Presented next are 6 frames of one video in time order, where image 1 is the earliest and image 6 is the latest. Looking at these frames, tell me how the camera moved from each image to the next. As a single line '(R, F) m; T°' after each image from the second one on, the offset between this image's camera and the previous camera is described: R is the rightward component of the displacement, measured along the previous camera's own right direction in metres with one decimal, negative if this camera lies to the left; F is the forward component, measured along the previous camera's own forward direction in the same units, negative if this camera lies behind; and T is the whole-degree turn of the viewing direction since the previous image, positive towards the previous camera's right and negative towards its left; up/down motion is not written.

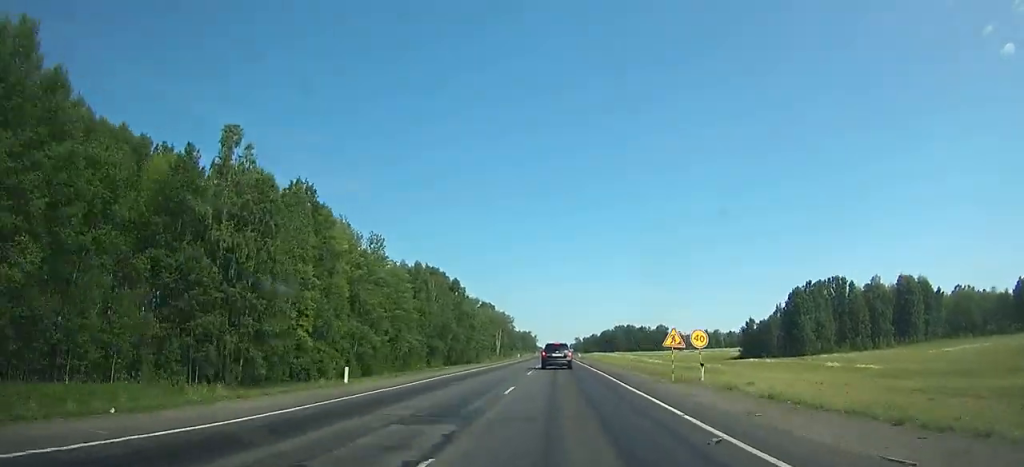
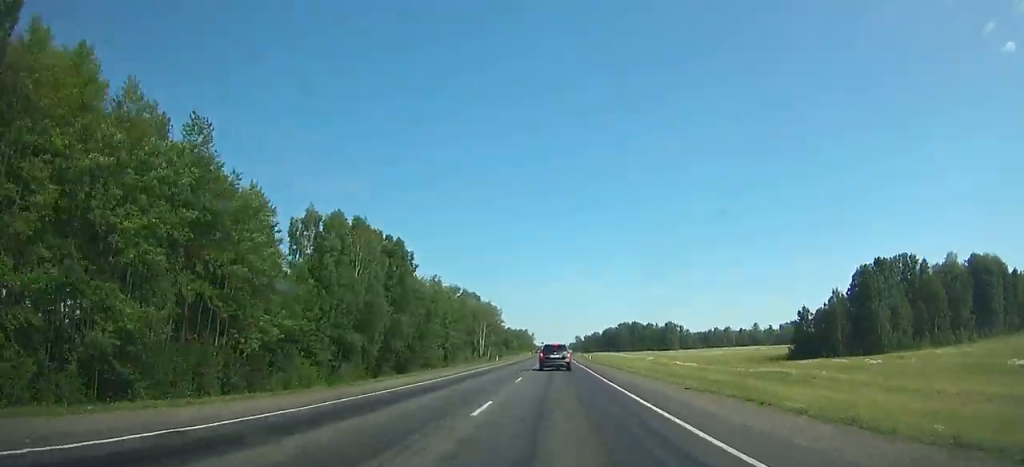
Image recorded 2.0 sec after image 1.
(0.0, +39.5) m; 0°
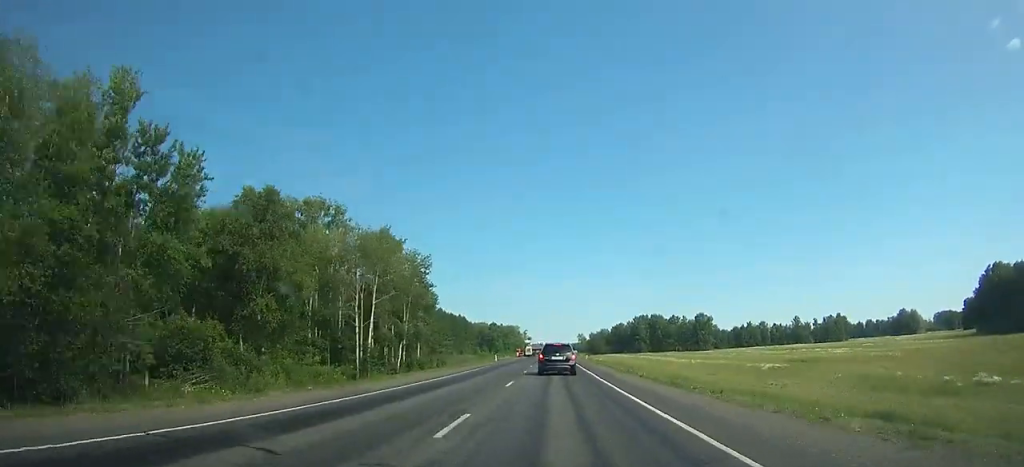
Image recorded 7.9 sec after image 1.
(+0.2, +99.2) m; 0°
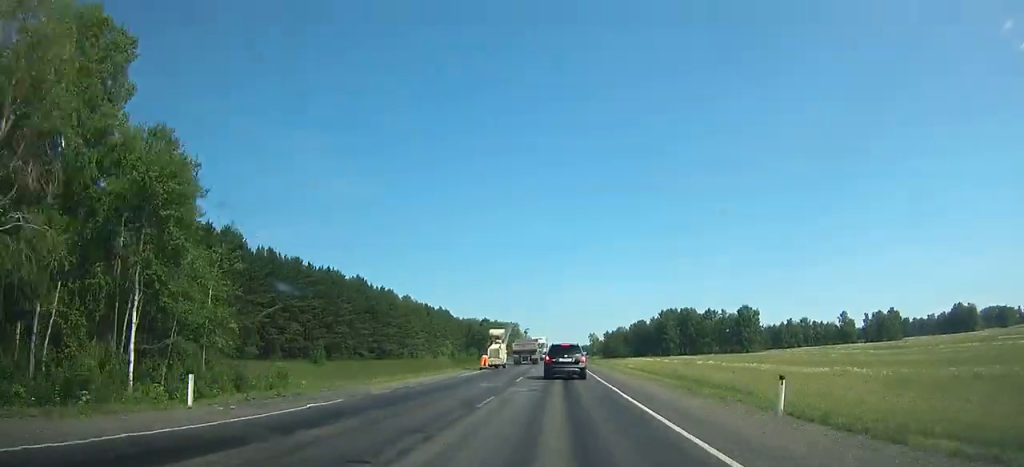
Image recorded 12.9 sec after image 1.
(-0.2, +67.7) m; 0°
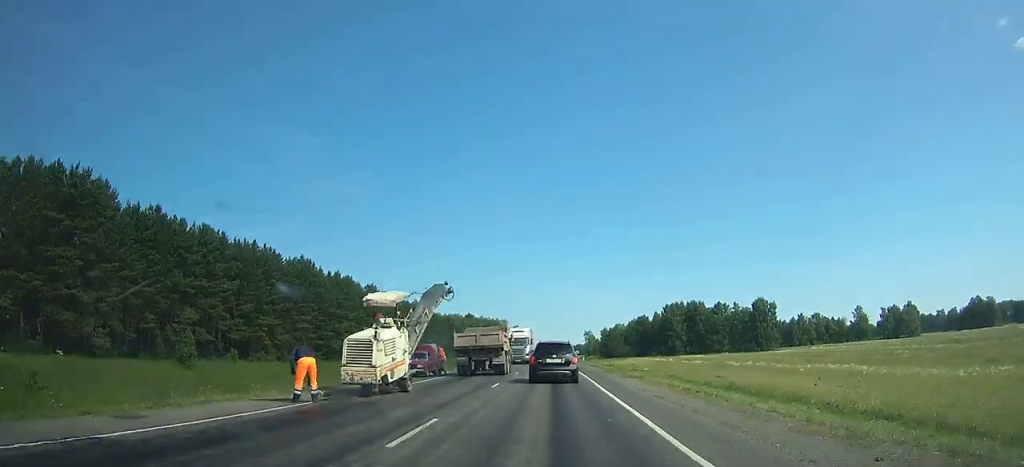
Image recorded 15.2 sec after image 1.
(+0.1, +28.7) m; 0°
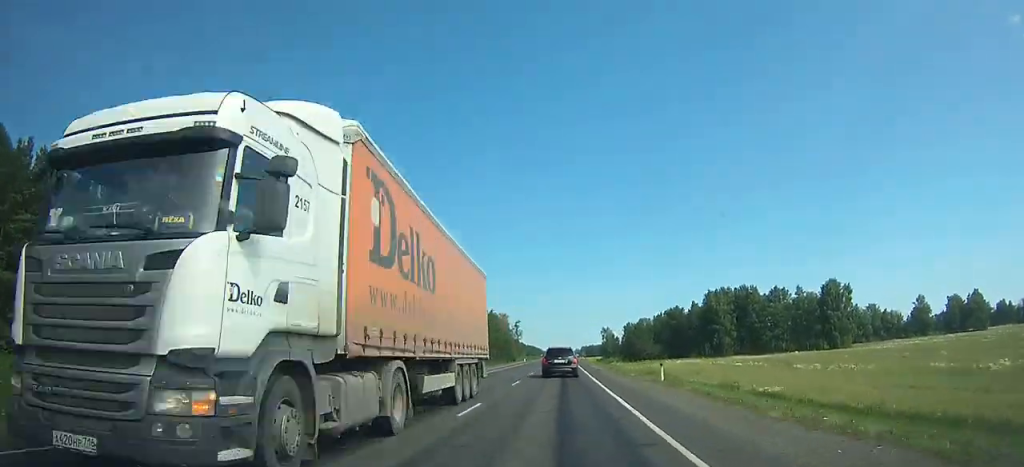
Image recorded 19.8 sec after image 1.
(-0.5, +59.6) m; -1°
